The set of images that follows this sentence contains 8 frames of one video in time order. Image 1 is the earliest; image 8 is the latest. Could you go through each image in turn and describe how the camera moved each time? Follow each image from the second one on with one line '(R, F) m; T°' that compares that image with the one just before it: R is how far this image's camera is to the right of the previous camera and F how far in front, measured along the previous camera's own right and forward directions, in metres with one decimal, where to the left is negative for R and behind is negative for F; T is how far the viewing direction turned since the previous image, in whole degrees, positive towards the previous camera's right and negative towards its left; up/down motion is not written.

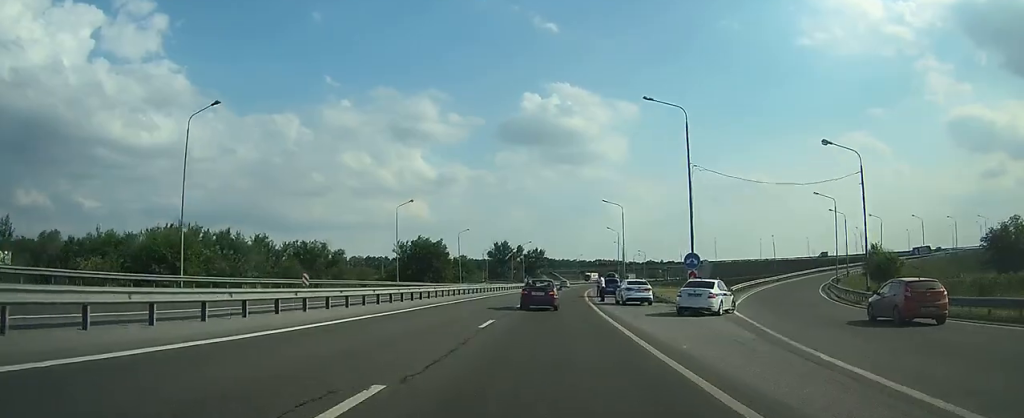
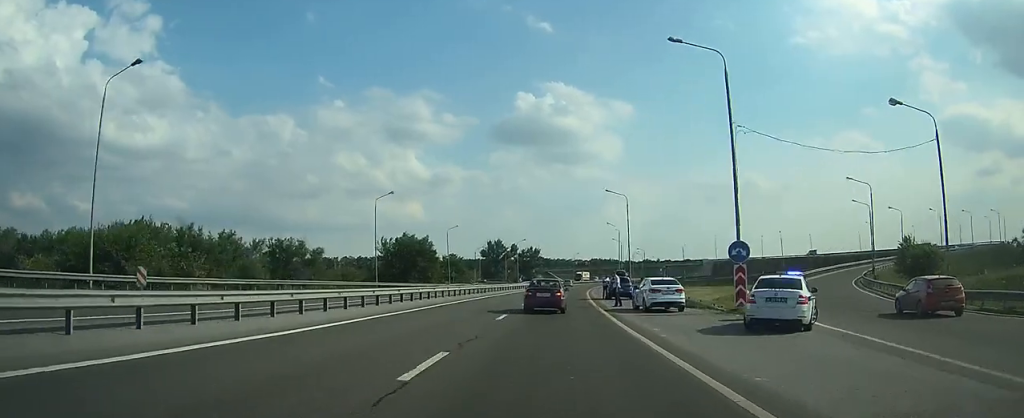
(0.0, +10.1) m; 0°
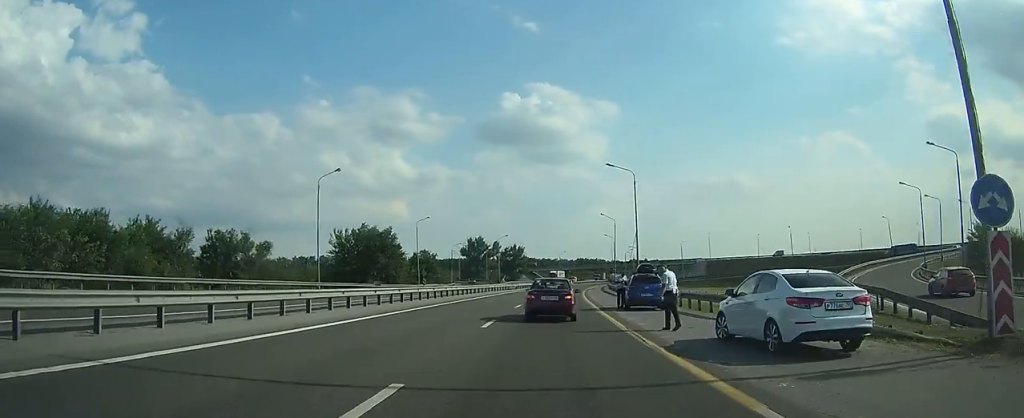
(0.0, +19.6) m; 0°
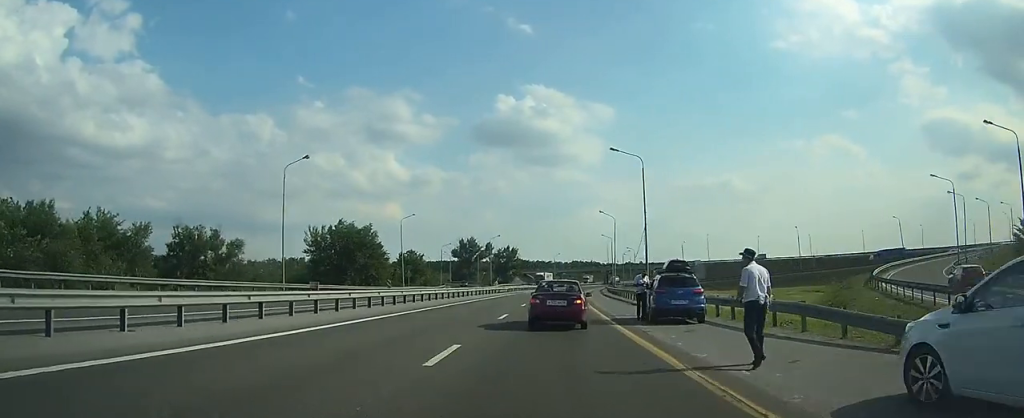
(0.0, +10.0) m; 0°
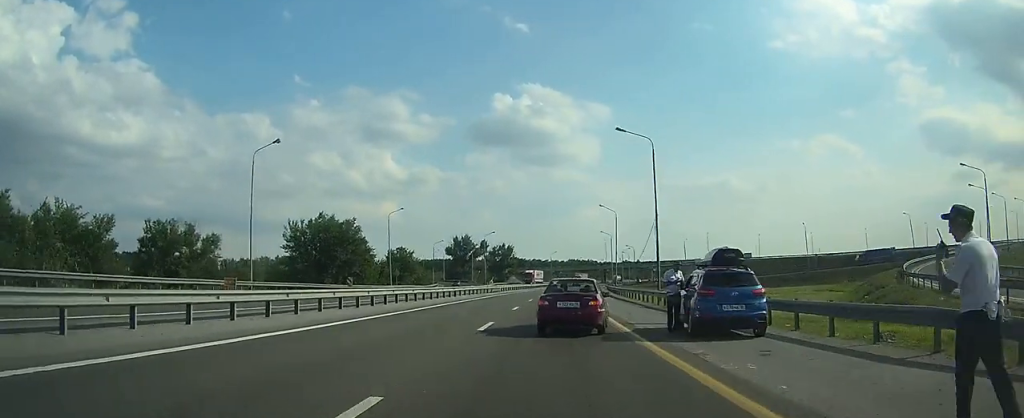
(0.0, +7.6) m; +1°
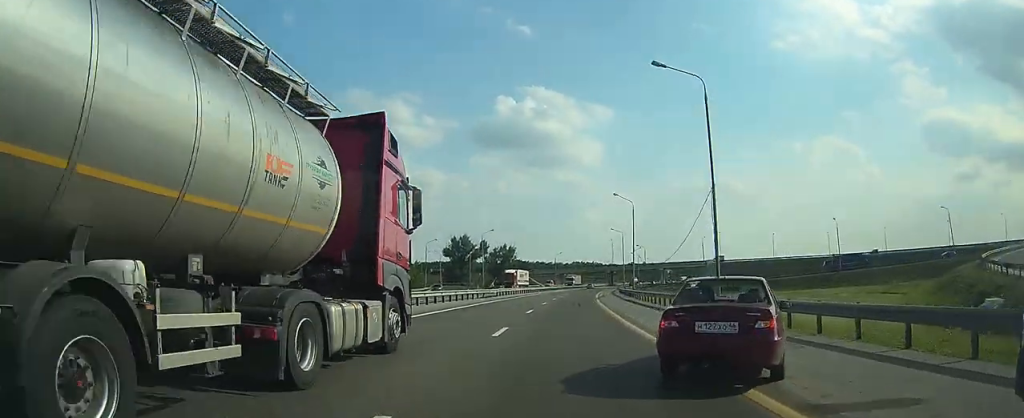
(+0.3, +17.3) m; +2°
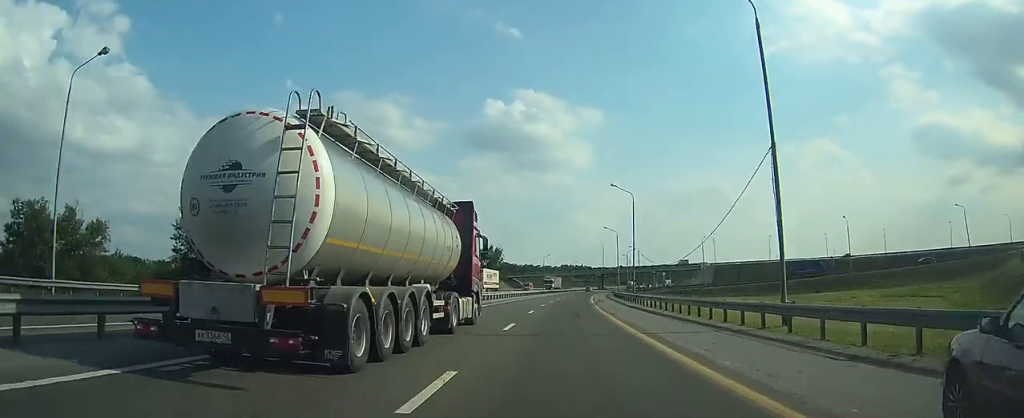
(+0.1, +10.3) m; +1°
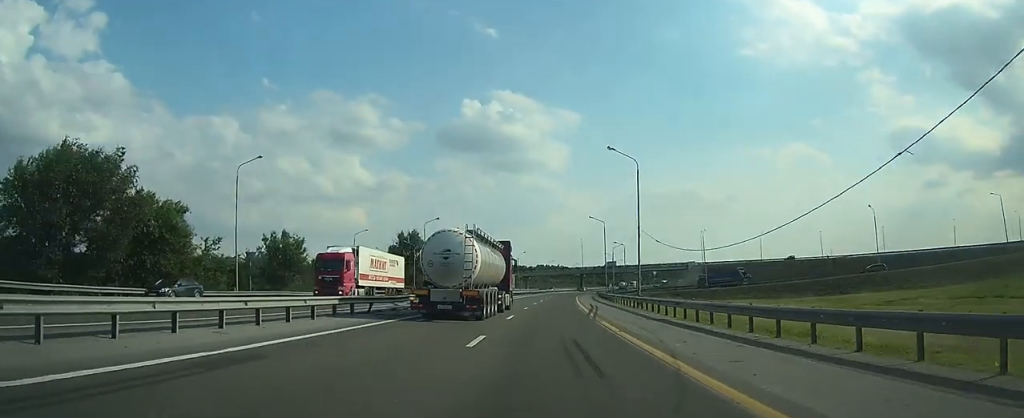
(+0.3, +16.6) m; +3°
